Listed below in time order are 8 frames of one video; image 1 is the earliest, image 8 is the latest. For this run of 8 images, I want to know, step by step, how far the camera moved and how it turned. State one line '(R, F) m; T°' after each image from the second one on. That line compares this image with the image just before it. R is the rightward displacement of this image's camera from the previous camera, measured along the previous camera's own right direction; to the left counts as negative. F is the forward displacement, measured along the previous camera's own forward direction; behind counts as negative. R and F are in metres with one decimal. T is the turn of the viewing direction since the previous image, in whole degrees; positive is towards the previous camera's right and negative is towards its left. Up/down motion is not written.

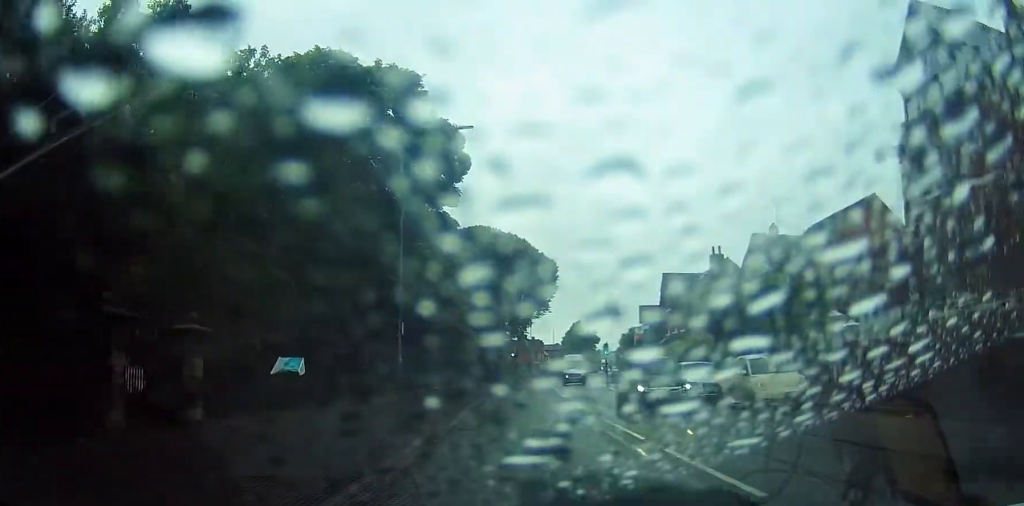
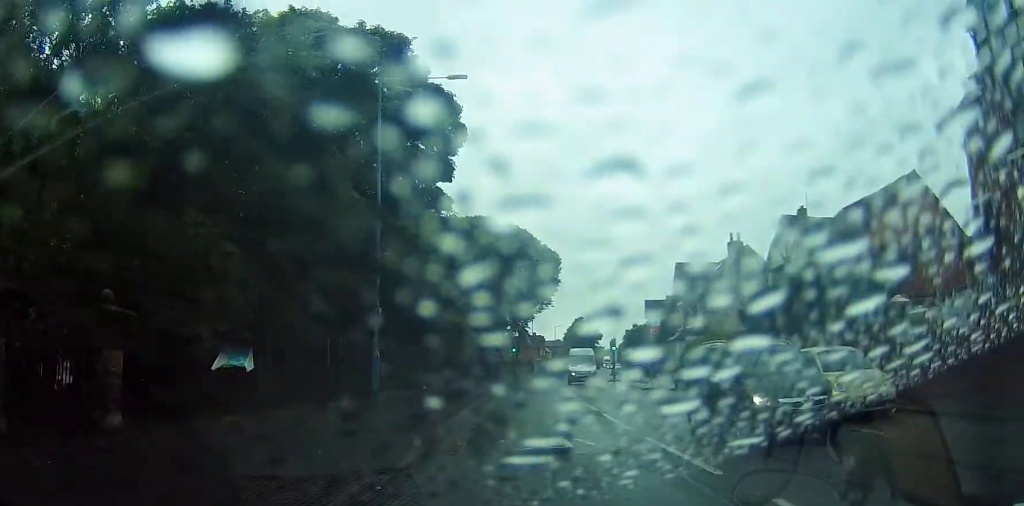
(0.0, +4.6) m; 0°
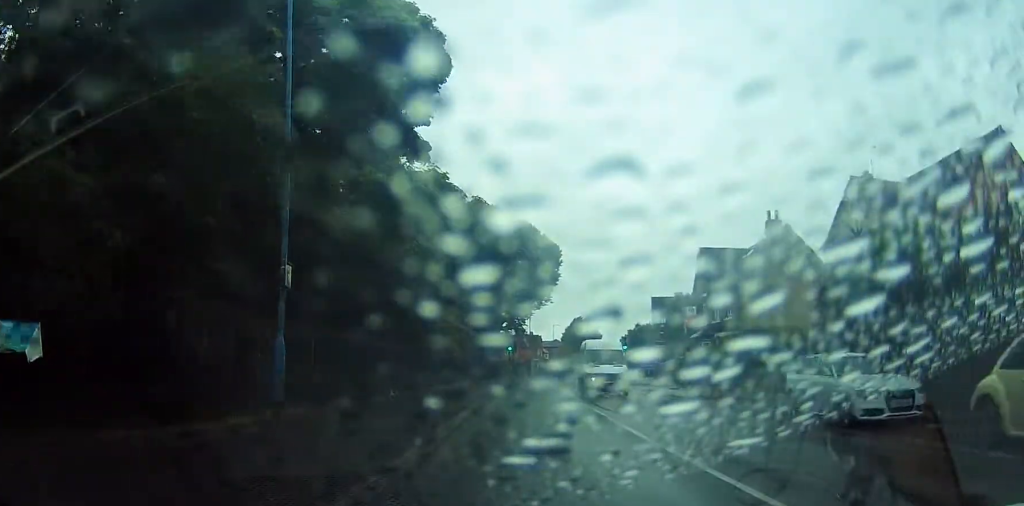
(0.0, +8.6) m; +1°
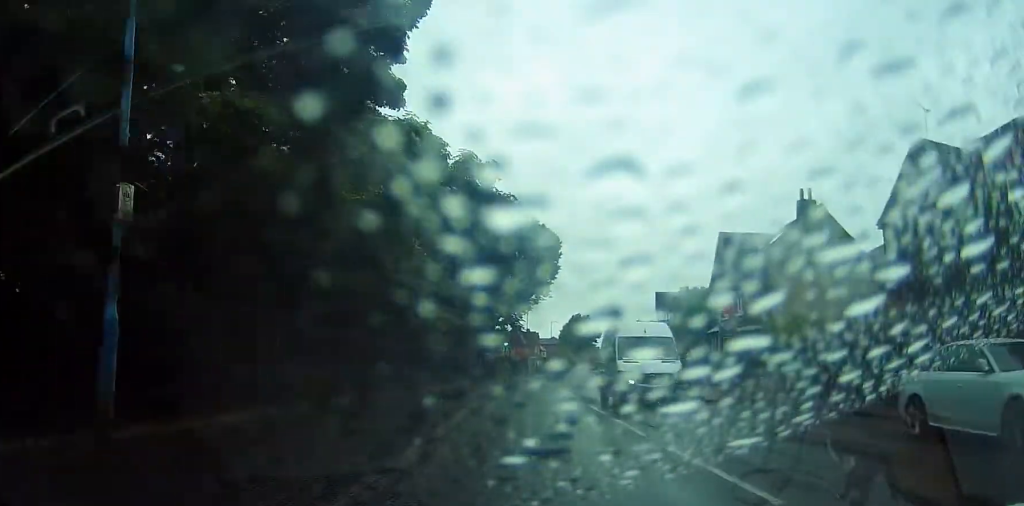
(+0.1, +5.3) m; +1°
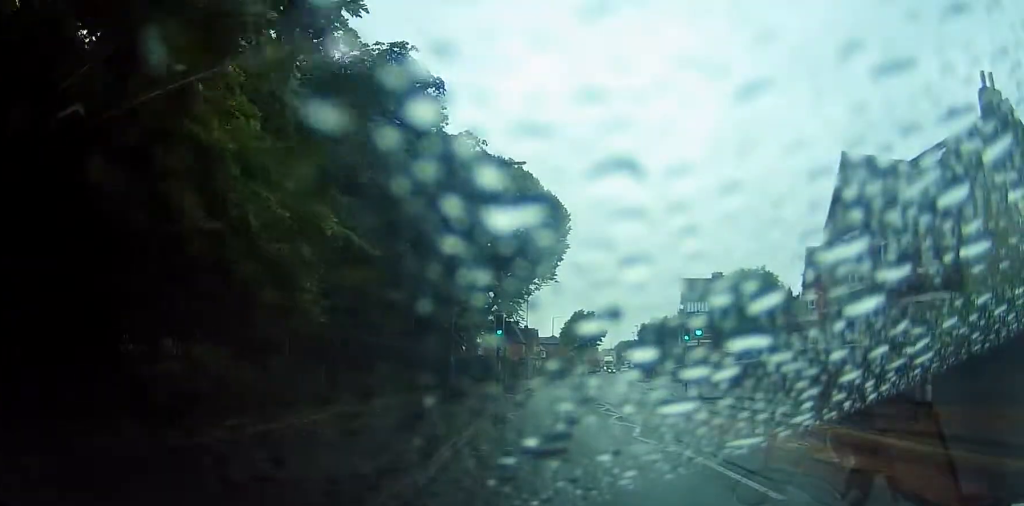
(+0.2, +17.2) m; 0°
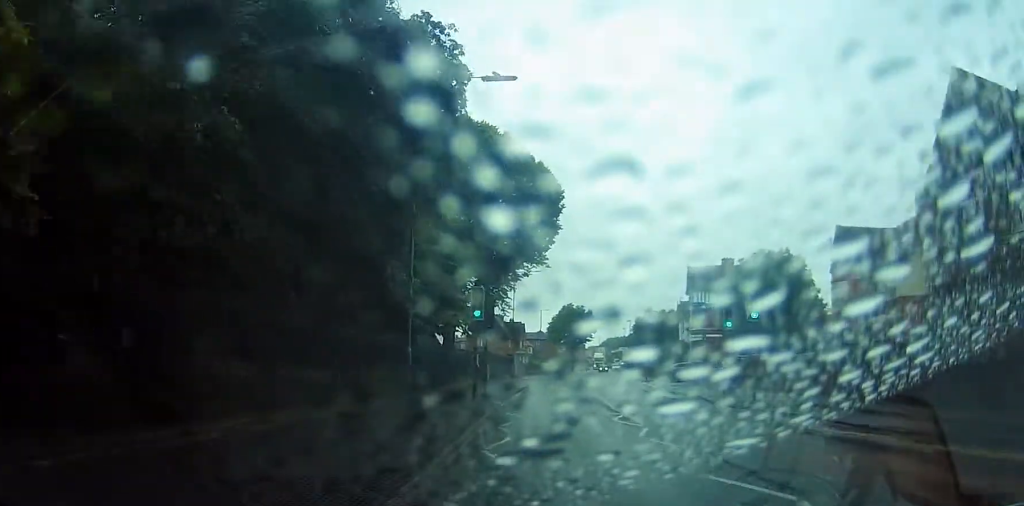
(-0.1, +9.1) m; +1°
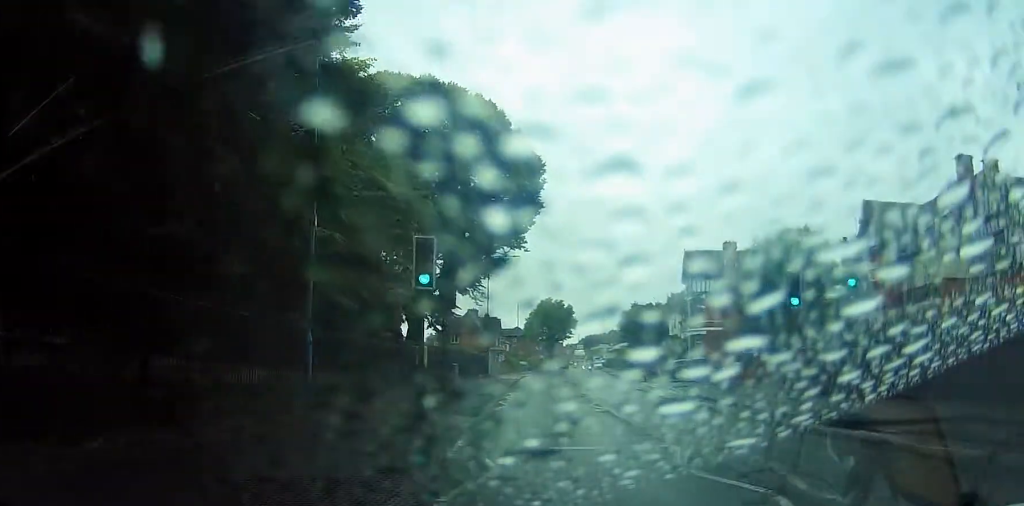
(+0.2, +8.2) m; +3°
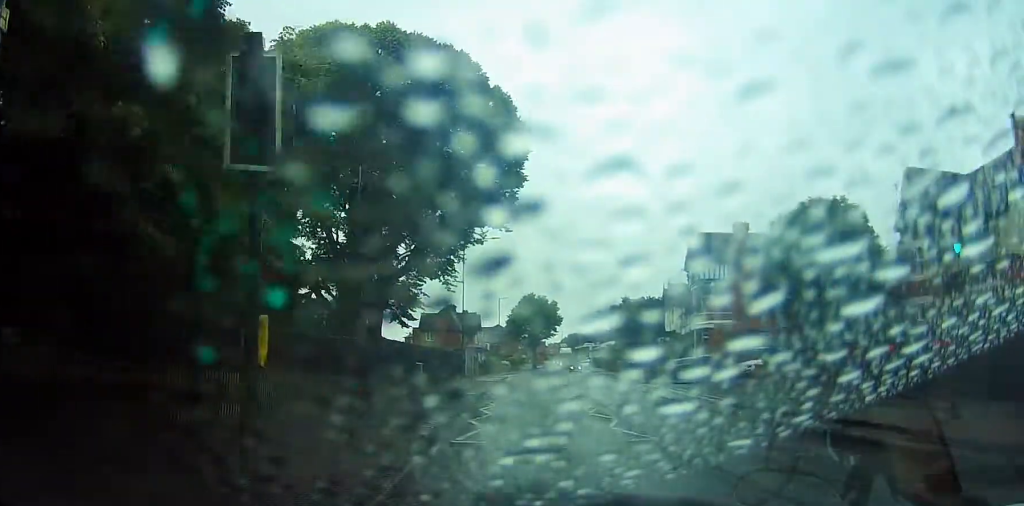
(+0.2, +8.3) m; +2°
